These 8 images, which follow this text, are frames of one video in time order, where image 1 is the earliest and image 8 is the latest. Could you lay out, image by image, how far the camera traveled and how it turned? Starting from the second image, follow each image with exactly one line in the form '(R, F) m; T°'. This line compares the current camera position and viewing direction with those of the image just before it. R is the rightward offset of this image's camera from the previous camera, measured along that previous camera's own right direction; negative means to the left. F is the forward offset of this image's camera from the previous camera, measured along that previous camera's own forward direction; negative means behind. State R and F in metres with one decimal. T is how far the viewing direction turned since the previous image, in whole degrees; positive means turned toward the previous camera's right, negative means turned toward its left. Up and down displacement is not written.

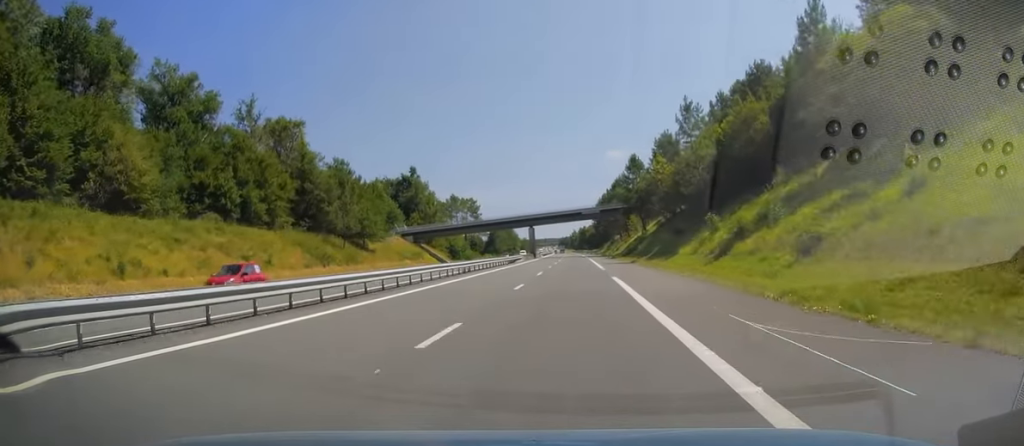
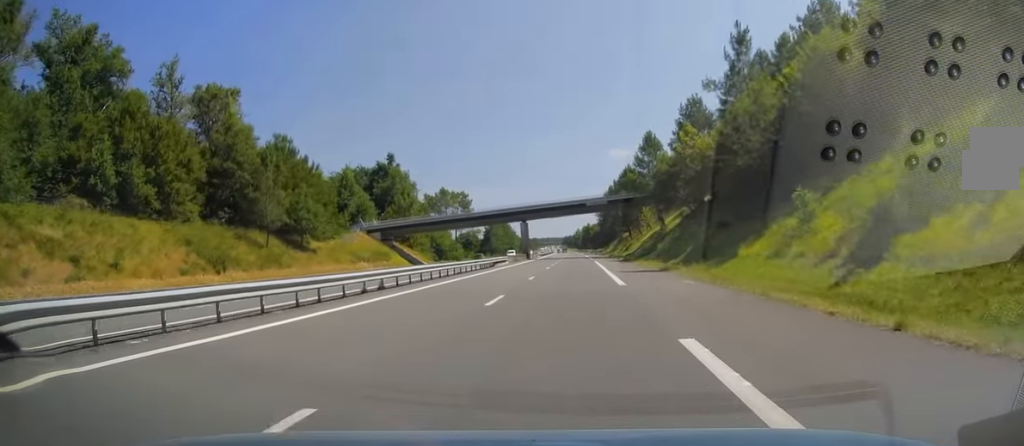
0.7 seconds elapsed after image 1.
(+0.2, +19.6) m; 0°
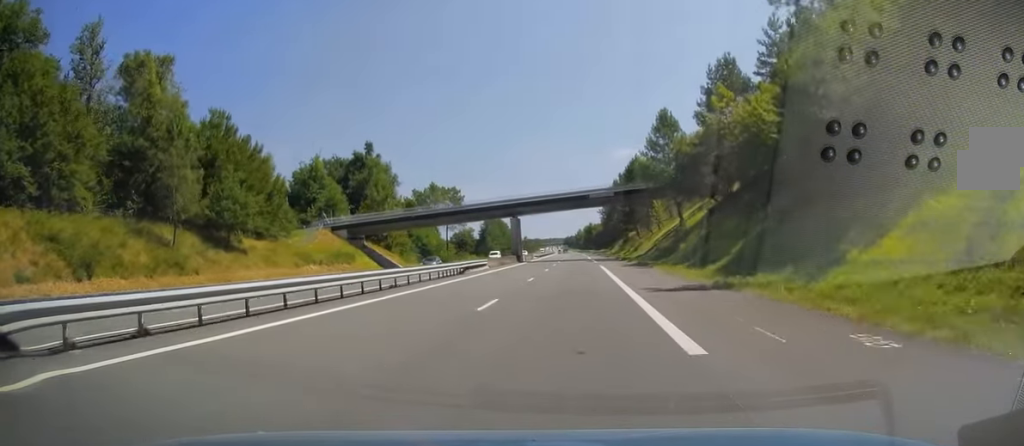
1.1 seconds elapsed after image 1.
(-0.2, +14.2) m; -1°
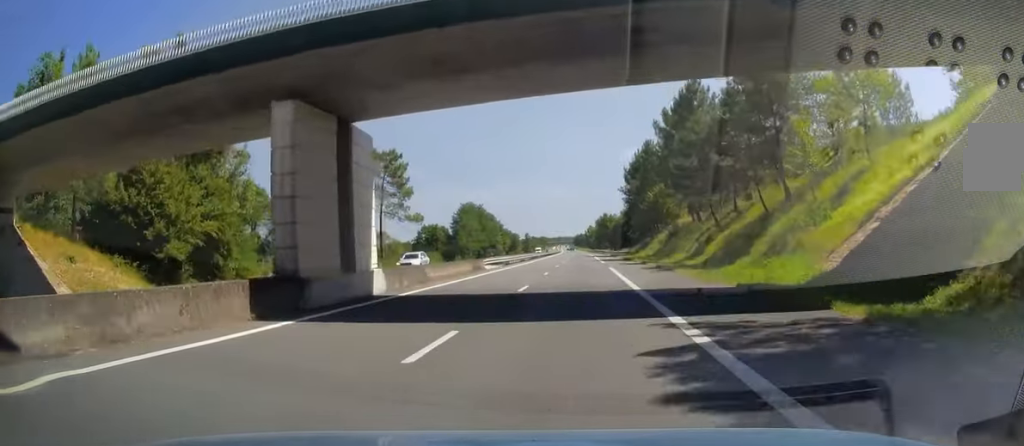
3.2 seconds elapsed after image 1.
(-0.7, +59.4) m; 0°
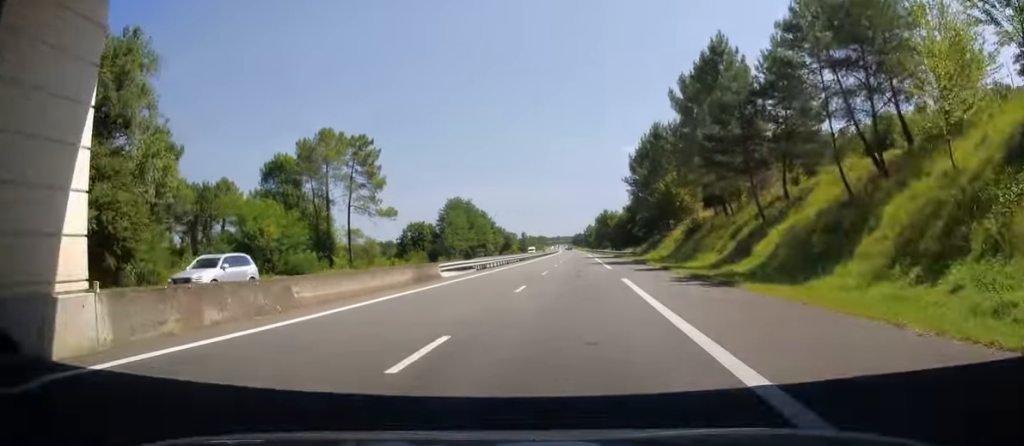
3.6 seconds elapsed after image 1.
(+0.1, +13.7) m; 0°
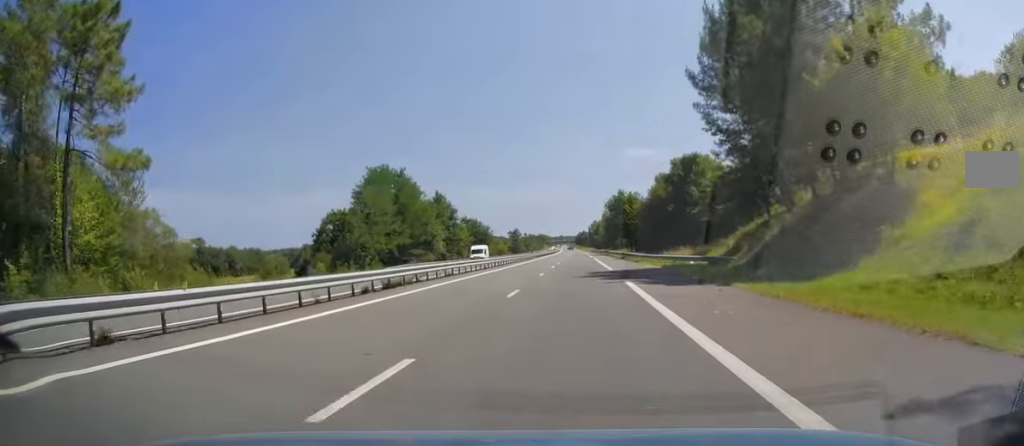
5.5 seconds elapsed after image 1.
(-0.7, +54.4) m; -1°
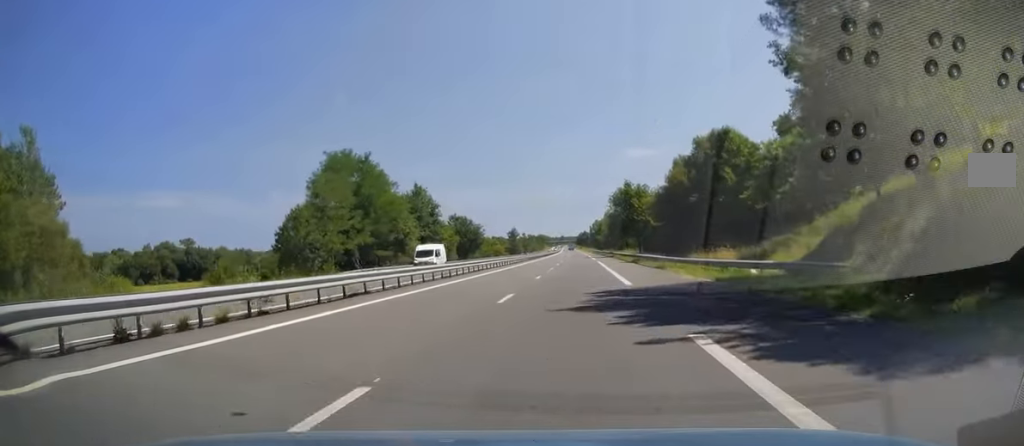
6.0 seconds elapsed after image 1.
(+0.1, +14.7) m; 0°
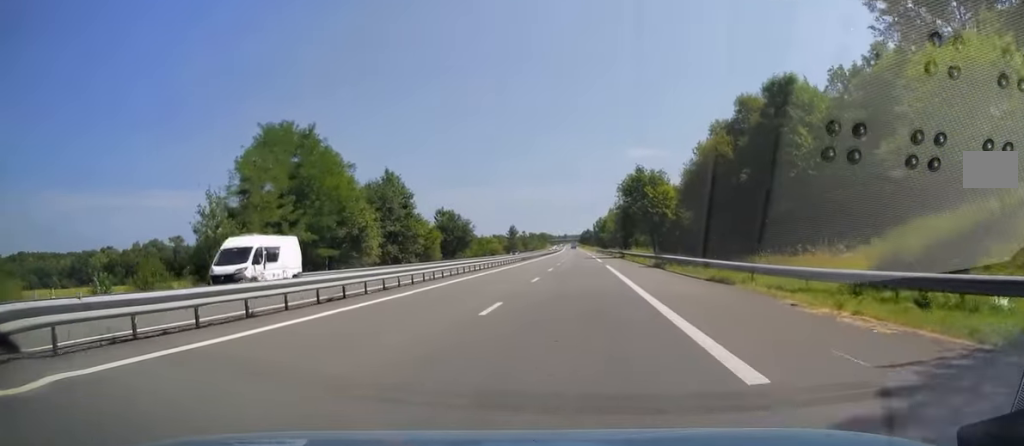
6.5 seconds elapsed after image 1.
(+0.2, +16.2) m; 0°
